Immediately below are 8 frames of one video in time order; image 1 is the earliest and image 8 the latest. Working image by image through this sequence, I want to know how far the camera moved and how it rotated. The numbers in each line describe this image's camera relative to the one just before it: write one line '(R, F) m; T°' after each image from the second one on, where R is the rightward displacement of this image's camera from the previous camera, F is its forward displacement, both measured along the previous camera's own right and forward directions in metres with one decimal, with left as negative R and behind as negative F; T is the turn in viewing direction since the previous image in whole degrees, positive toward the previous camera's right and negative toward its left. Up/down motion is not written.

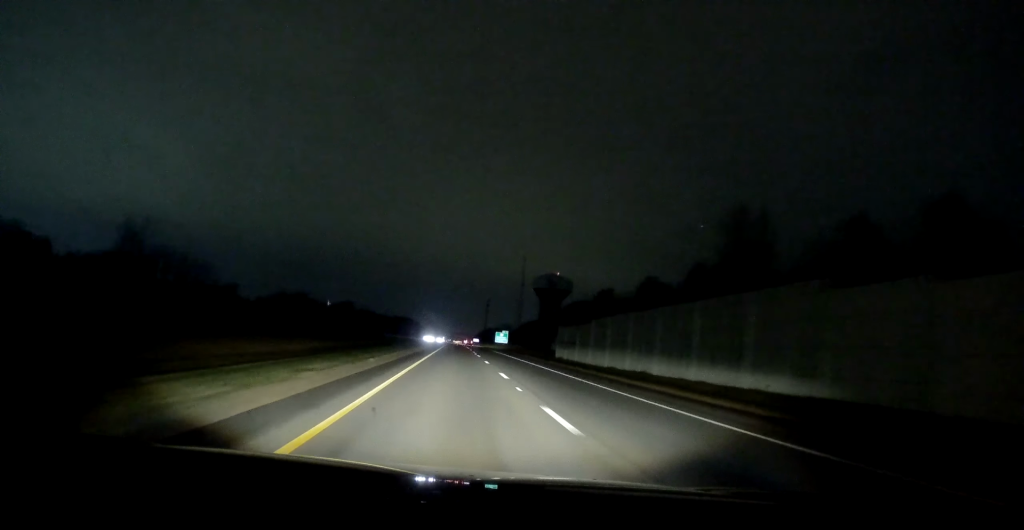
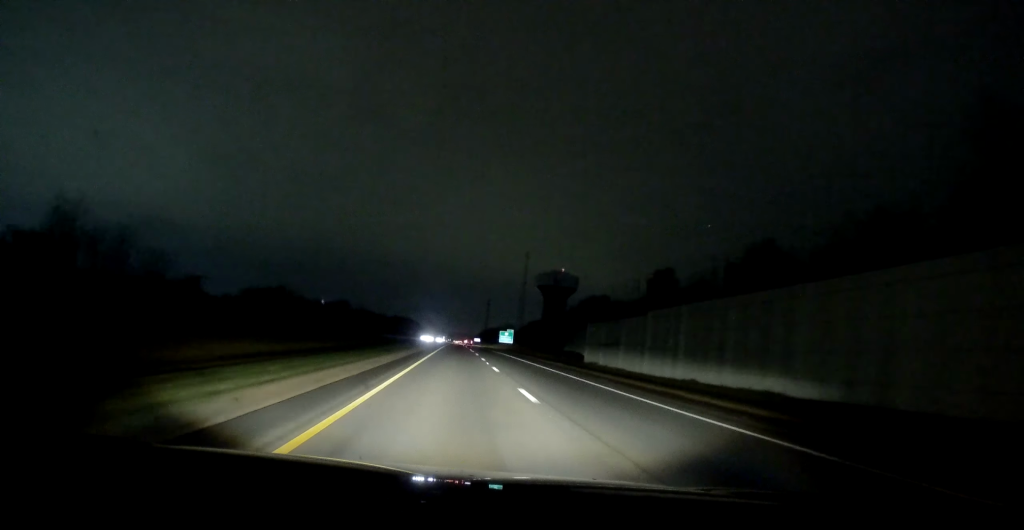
(0.0, +19.5) m; 0°
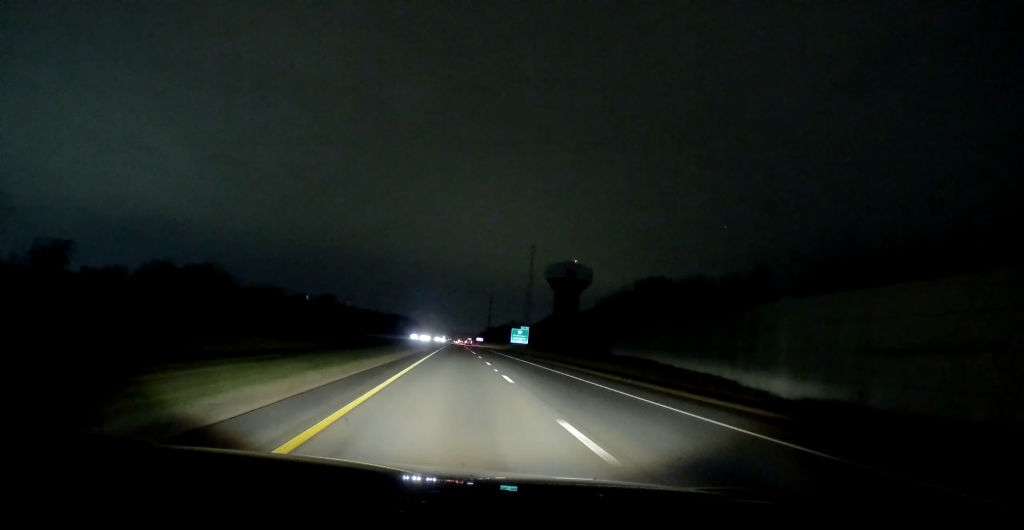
(0.0, +42.3) m; 0°
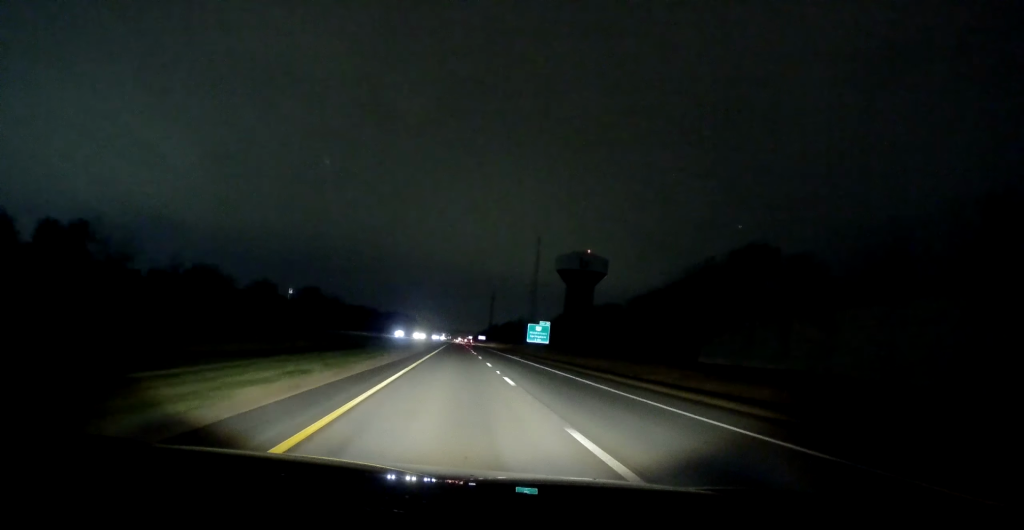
(0.0, +37.8) m; -1°
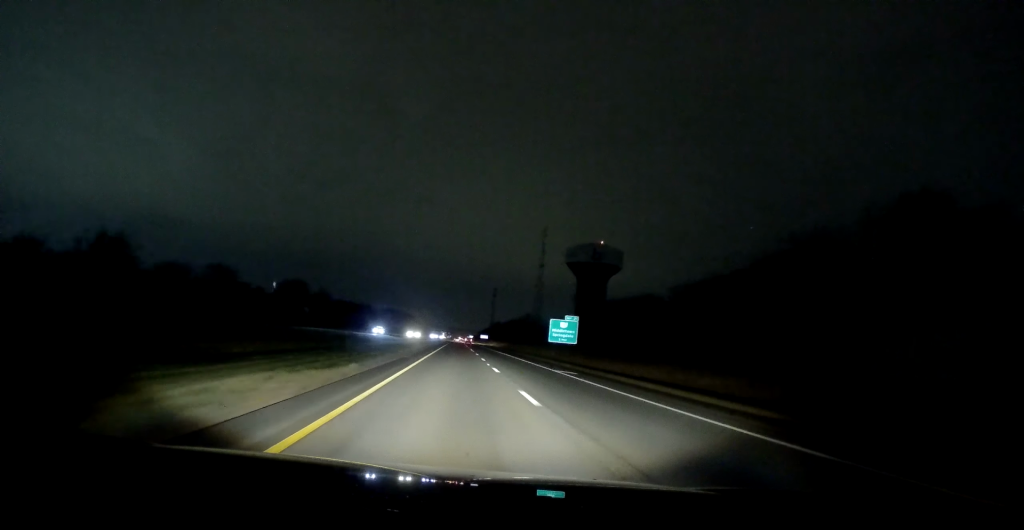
(-0.3, +29.1) m; 0°
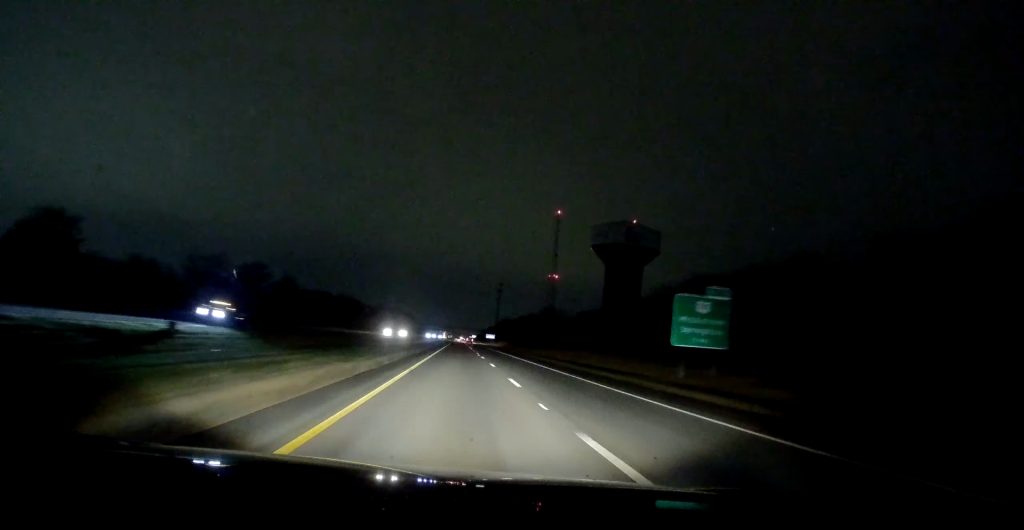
(+0.5, +55.3) m; +1°
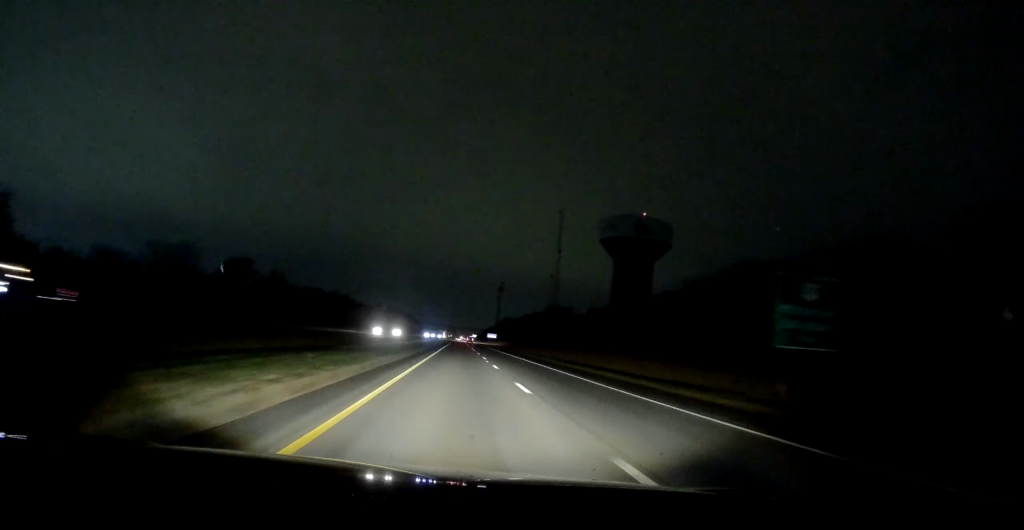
(+0.1, +14.1) m; 0°
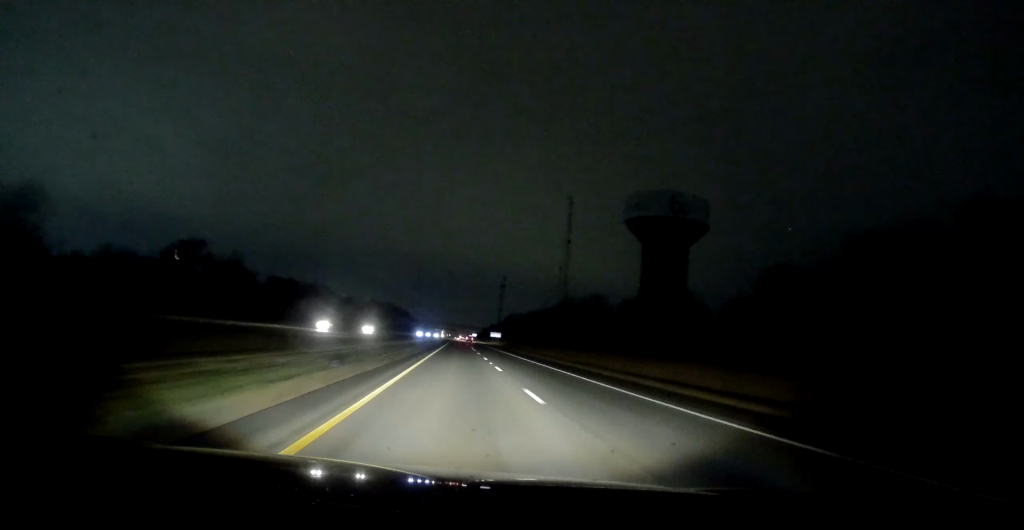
(-0.5, +38.9) m; 0°
